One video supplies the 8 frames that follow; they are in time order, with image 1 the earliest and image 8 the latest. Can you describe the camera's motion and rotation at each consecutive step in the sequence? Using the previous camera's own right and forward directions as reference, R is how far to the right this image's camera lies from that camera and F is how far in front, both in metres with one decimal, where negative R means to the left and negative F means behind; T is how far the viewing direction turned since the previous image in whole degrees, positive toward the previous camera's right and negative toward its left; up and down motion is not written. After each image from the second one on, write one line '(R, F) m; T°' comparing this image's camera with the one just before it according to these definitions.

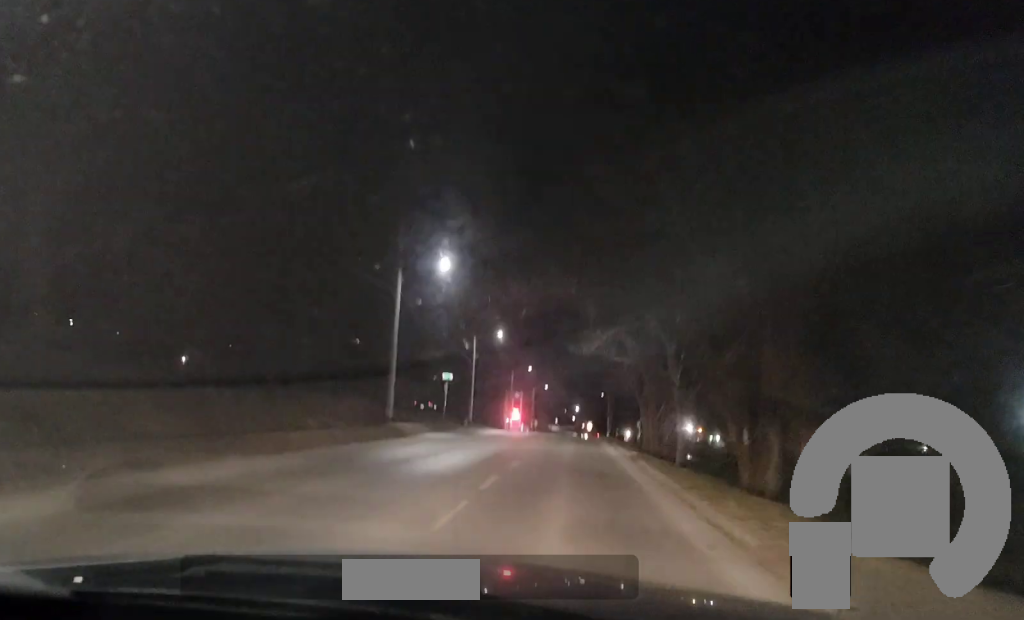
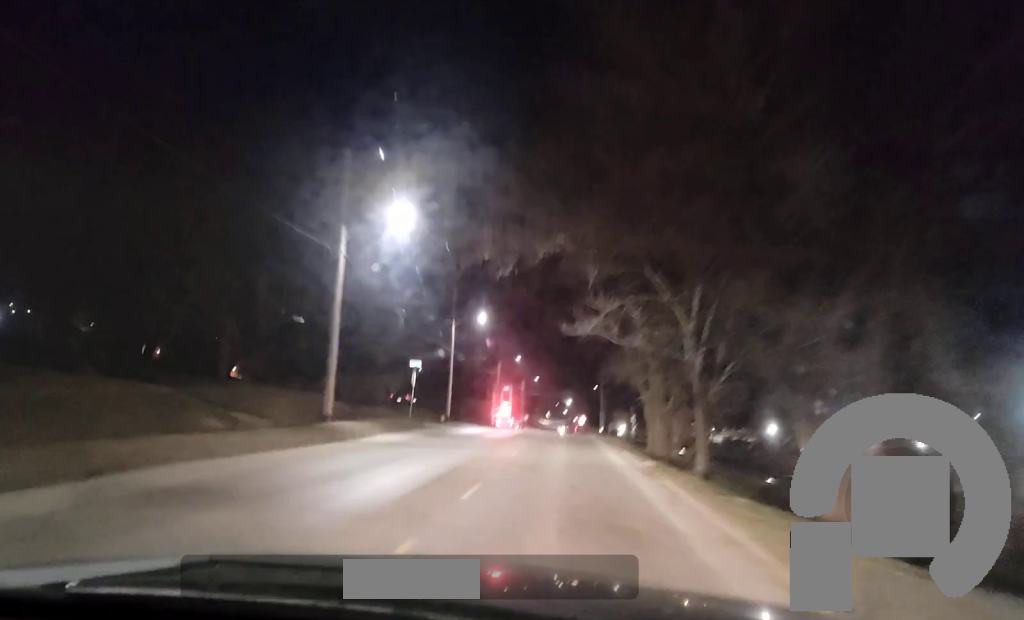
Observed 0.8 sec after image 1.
(0.0, +10.2) m; 0°
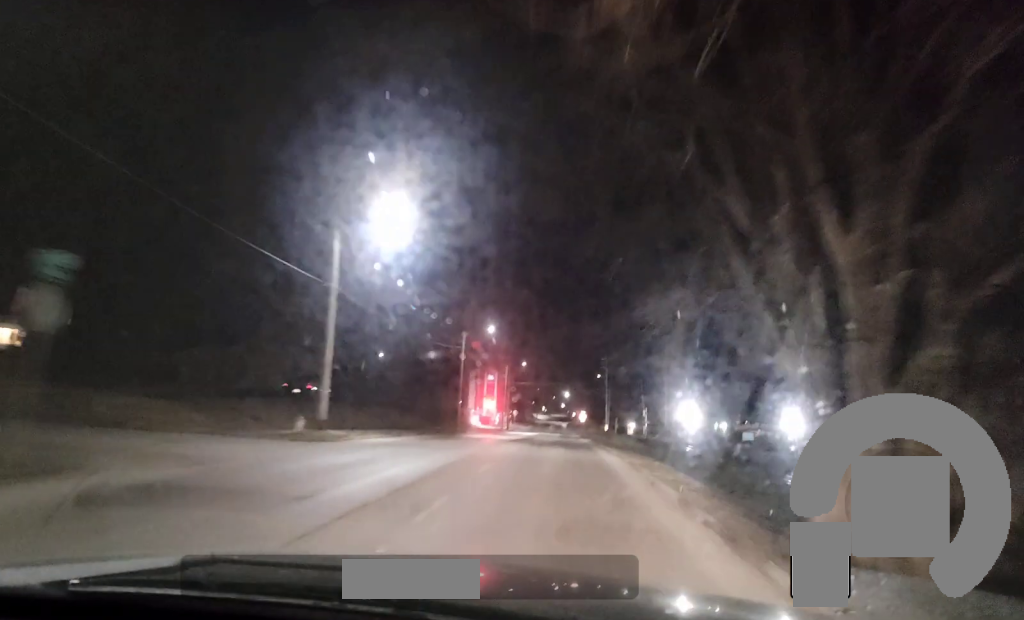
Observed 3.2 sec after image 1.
(+0.1, +32.2) m; +1°
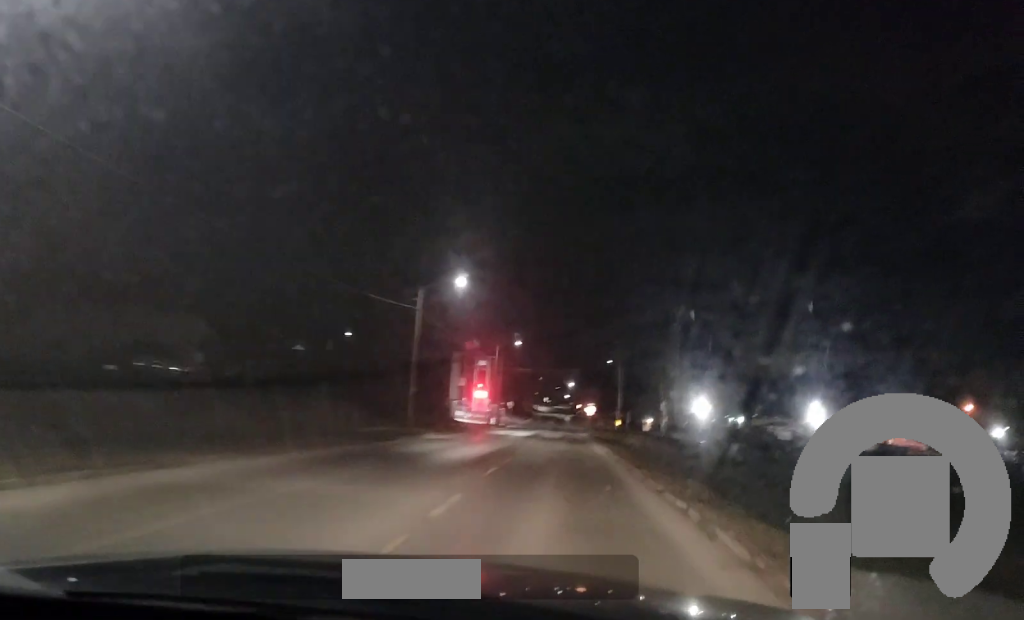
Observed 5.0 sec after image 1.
(+0.1, +23.1) m; 0°
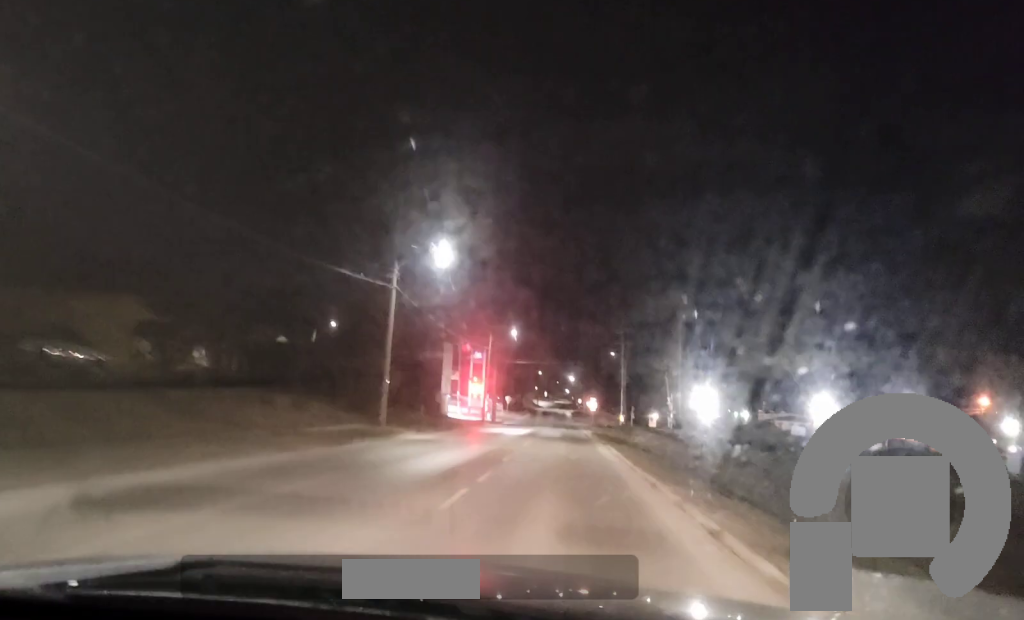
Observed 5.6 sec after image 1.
(0.0, +7.6) m; 0°
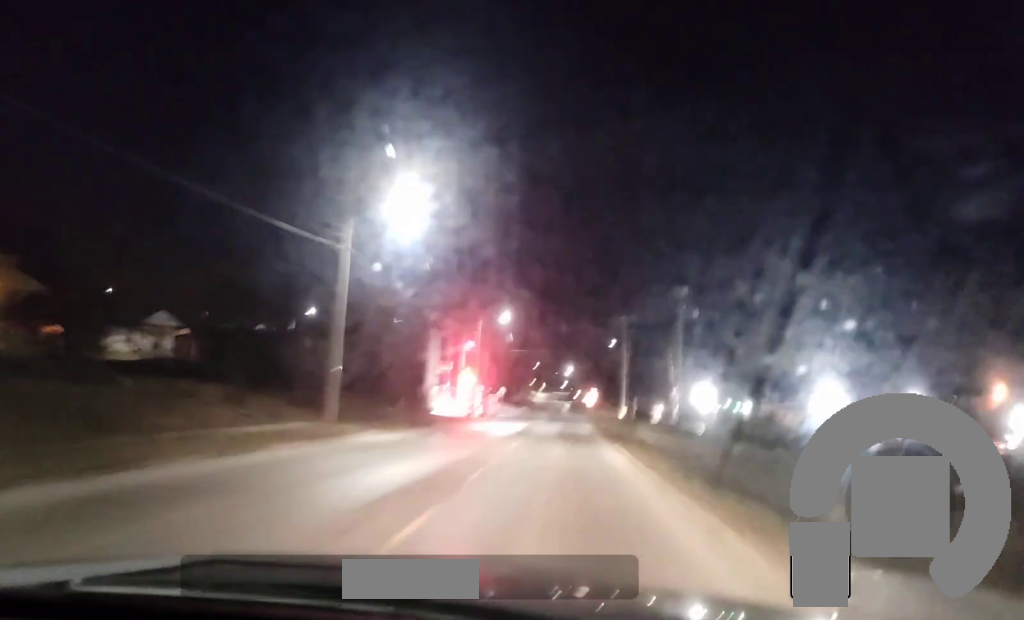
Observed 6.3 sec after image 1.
(0.0, +8.9) m; 0°
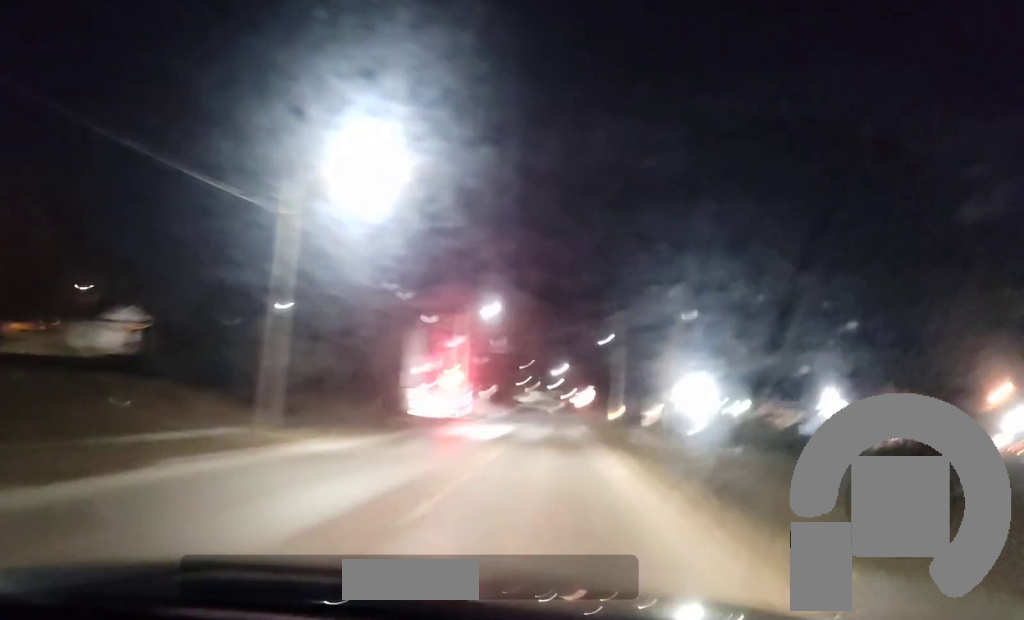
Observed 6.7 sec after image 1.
(0.0, +5.3) m; 0°
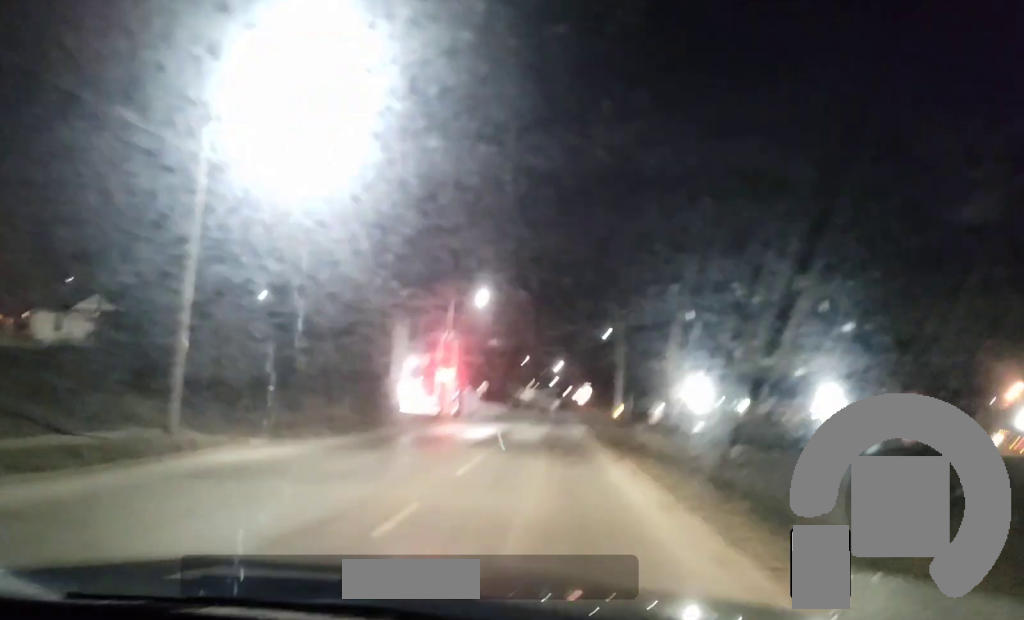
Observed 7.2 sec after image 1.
(0.0, +6.0) m; 0°
